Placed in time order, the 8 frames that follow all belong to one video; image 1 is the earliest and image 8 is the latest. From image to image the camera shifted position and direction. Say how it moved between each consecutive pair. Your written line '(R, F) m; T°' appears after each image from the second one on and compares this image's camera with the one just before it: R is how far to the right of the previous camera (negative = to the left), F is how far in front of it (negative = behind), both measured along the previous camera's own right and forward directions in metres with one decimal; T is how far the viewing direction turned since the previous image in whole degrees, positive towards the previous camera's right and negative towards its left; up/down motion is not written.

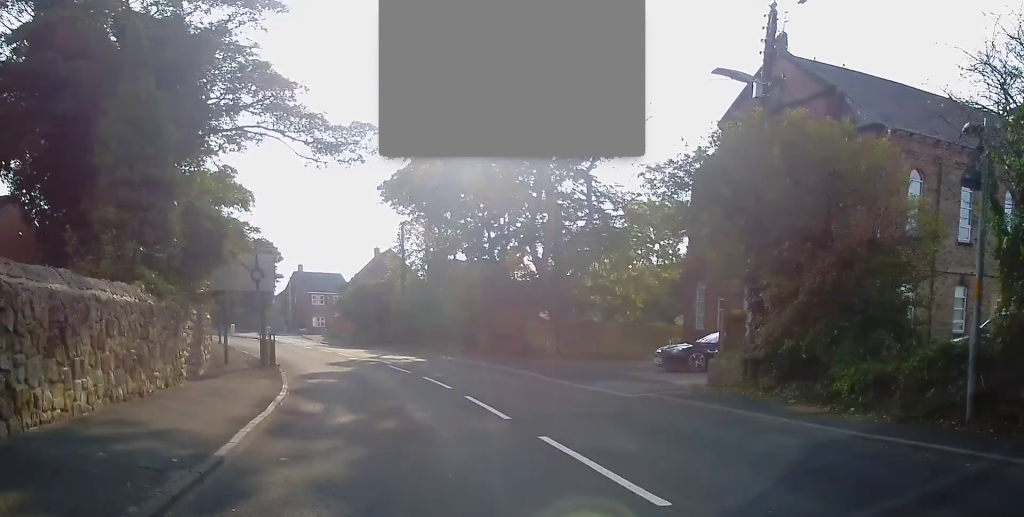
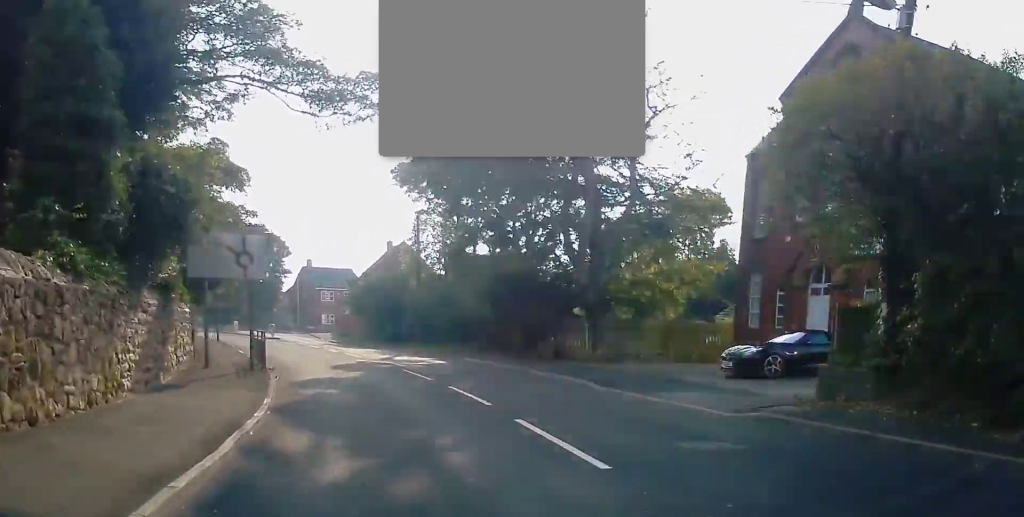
(-0.3, +4.6) m; -3°
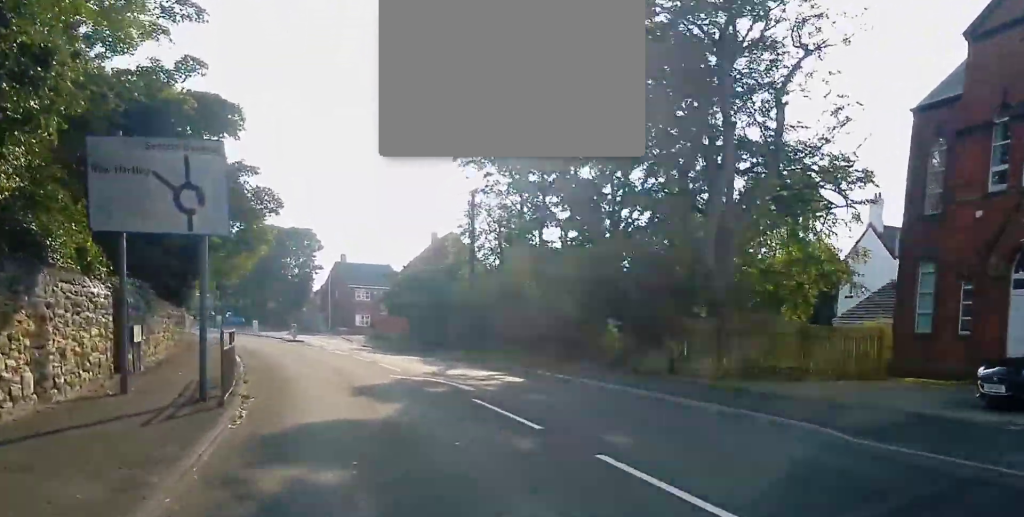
(-0.4, +9.4) m; -4°
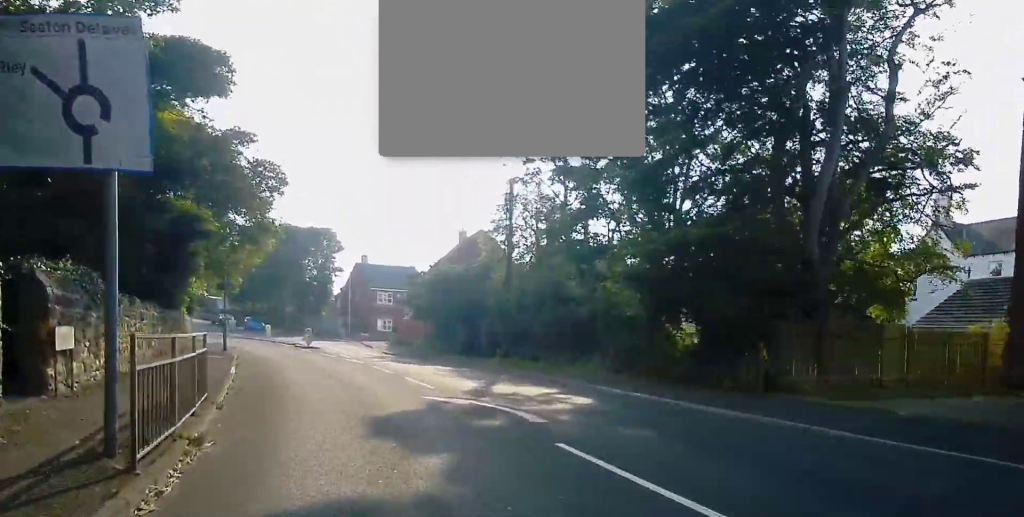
(-0.1, +4.8) m; -1°
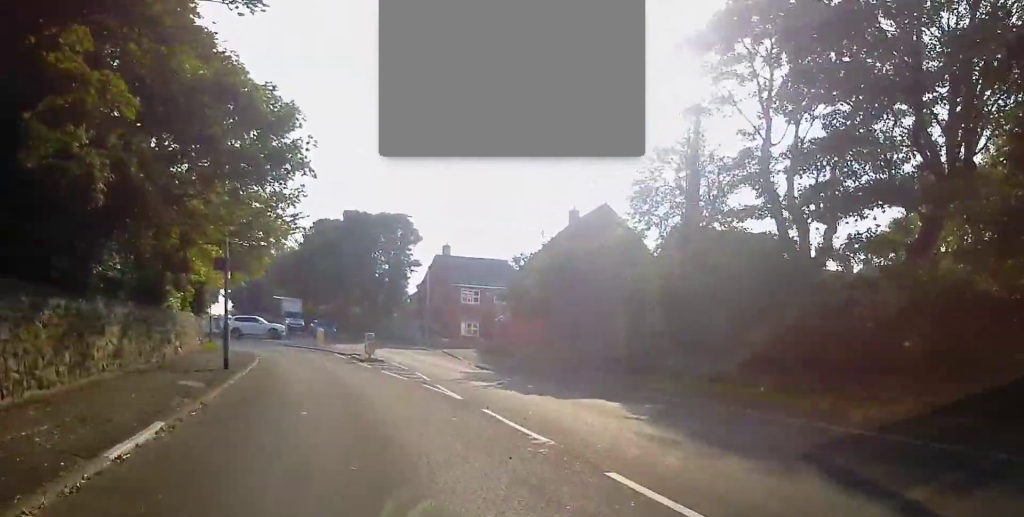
(-0.1, +13.3) m; -2°
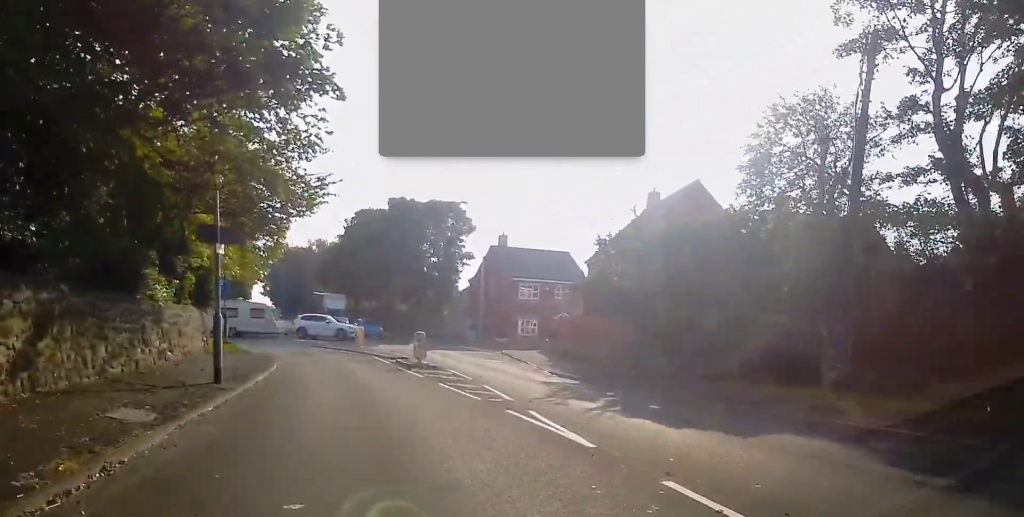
(+0.2, +6.5) m; -4°
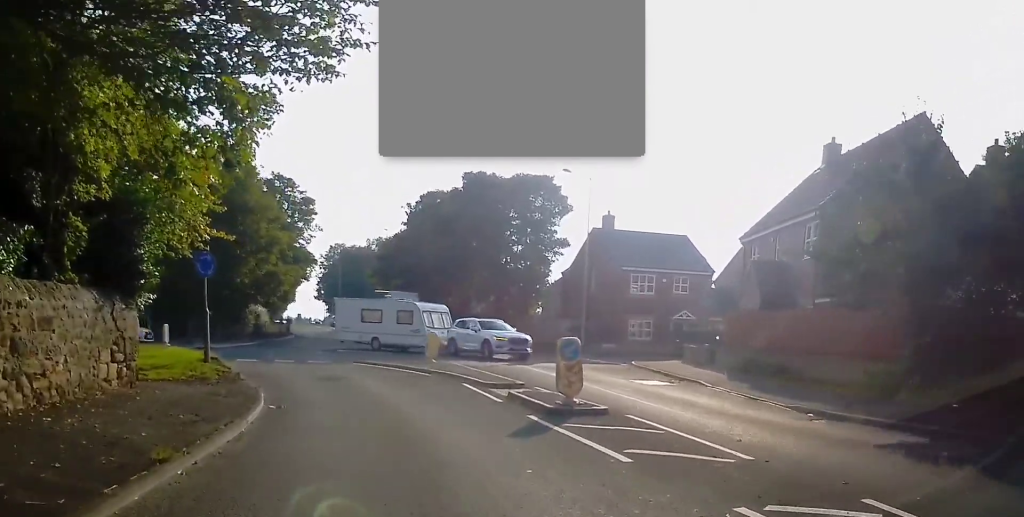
(-1.4, +13.0) m; -6°
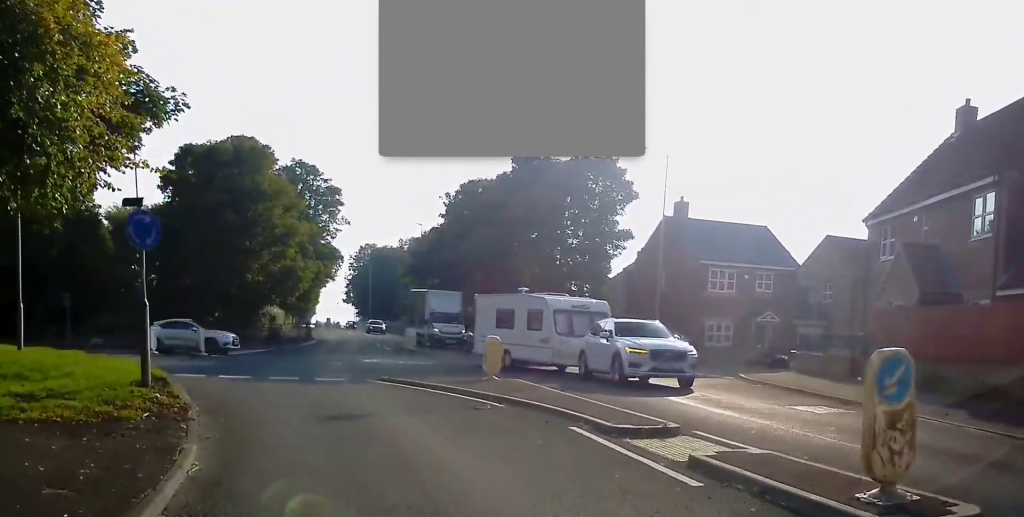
(+0.1, +7.5) m; -2°
